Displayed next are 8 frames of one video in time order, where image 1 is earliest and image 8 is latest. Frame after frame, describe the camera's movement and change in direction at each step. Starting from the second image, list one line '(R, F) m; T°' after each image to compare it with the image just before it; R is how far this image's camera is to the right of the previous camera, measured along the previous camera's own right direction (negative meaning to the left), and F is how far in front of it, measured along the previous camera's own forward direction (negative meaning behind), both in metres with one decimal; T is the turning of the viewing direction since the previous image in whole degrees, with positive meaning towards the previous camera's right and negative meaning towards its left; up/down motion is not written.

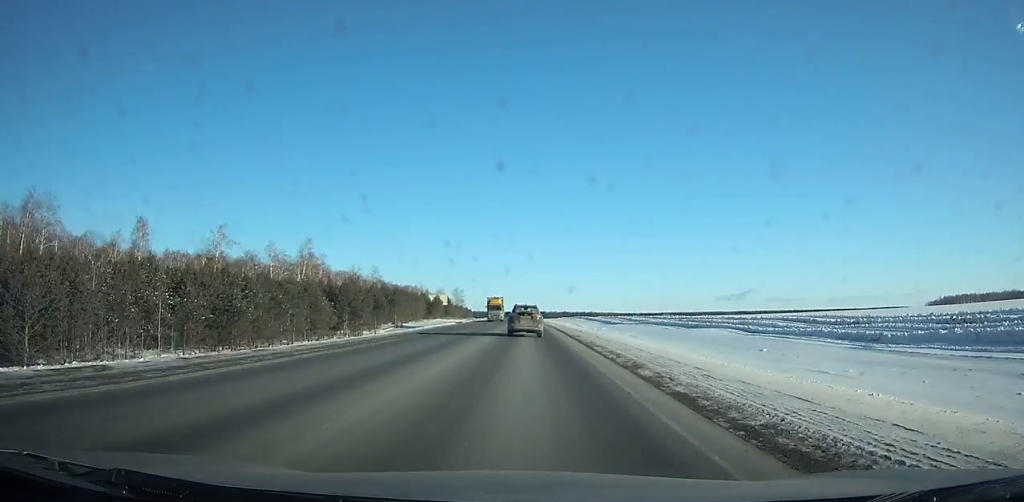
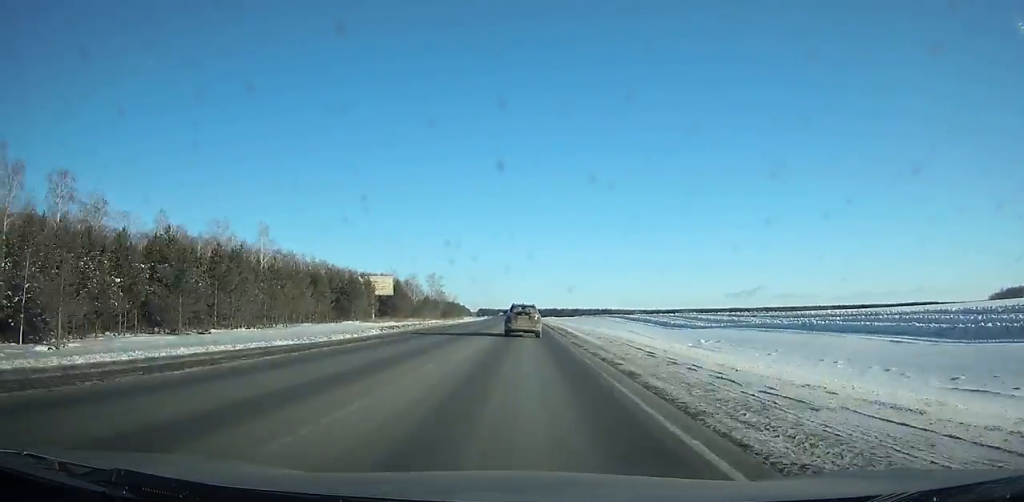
(-0.8, +85.2) m; -1°
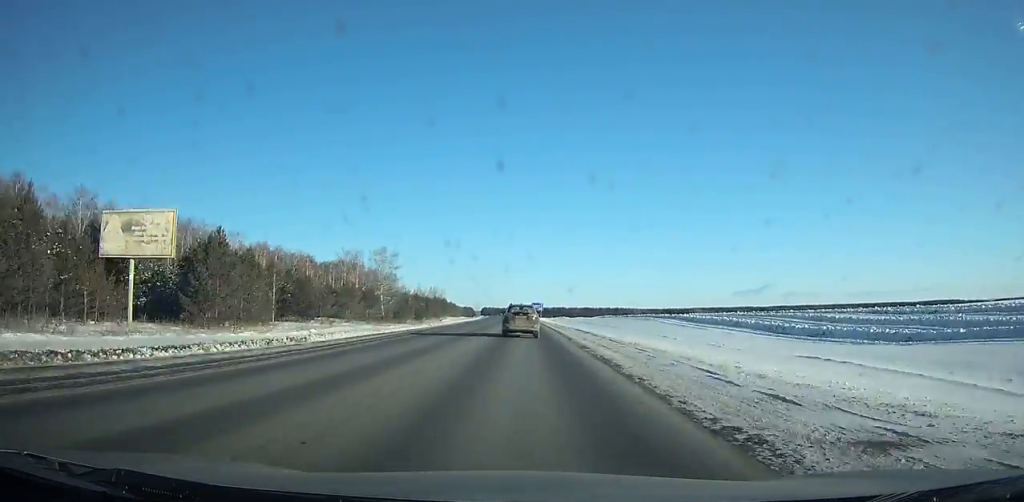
(-0.2, +67.6) m; -1°
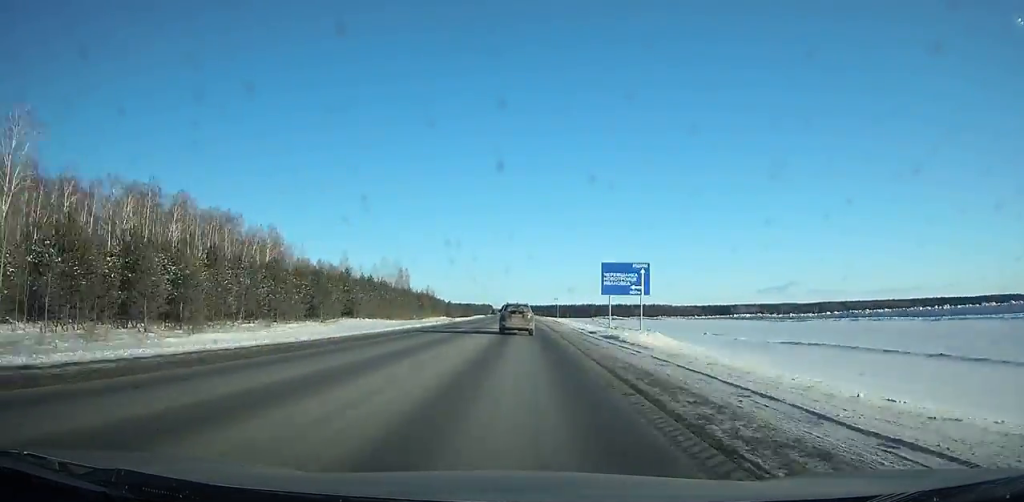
(-1.5, +122.7) m; -2°
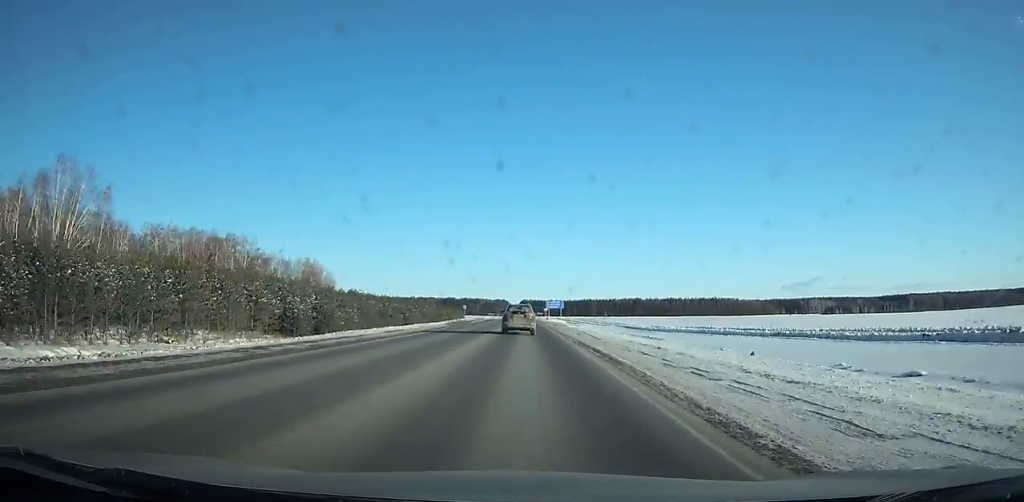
(-6.4, +221.5) m; -3°
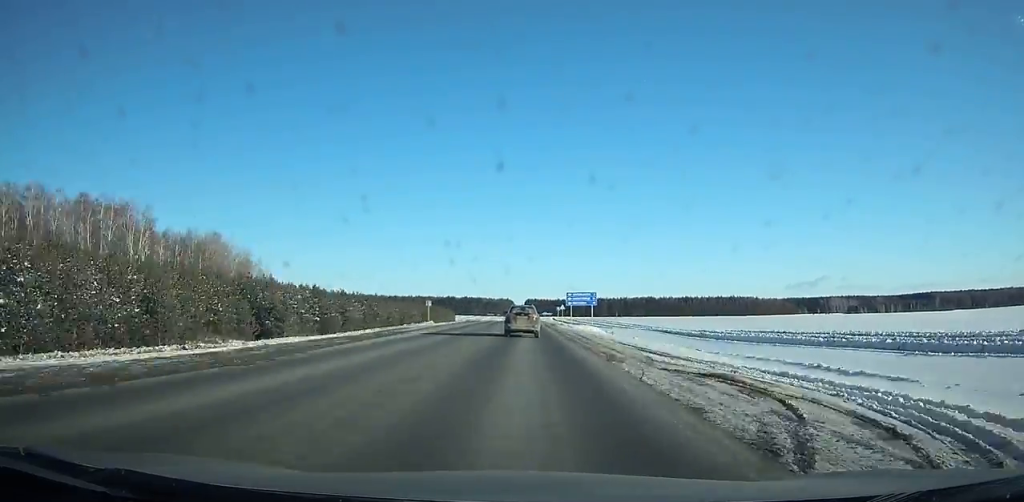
(-0.3, +51.0) m; 0°
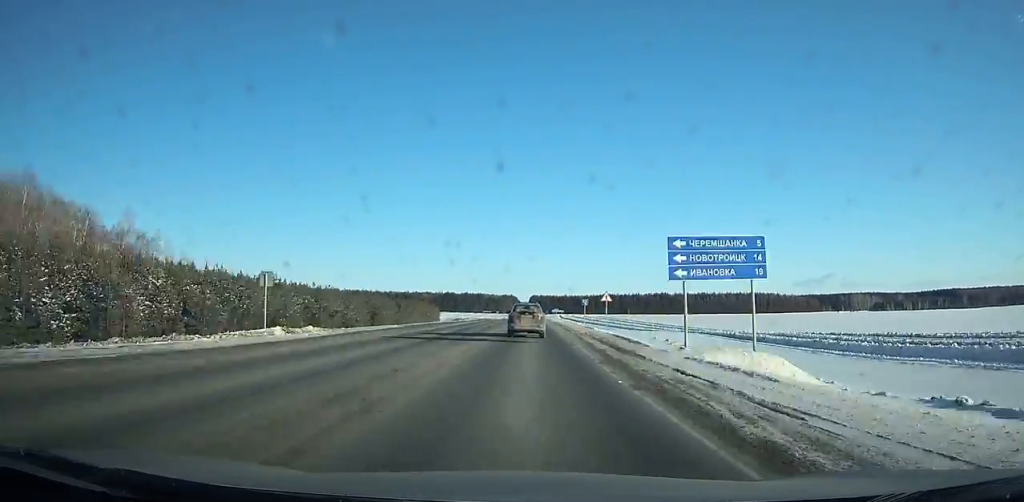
(0.0, +47.5) m; 0°
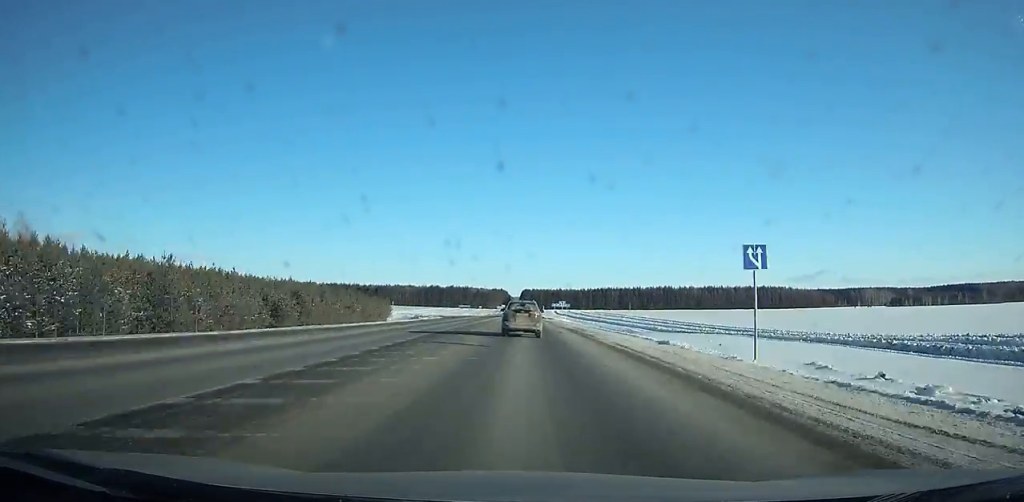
(+0.1, +52.1) m; 0°
